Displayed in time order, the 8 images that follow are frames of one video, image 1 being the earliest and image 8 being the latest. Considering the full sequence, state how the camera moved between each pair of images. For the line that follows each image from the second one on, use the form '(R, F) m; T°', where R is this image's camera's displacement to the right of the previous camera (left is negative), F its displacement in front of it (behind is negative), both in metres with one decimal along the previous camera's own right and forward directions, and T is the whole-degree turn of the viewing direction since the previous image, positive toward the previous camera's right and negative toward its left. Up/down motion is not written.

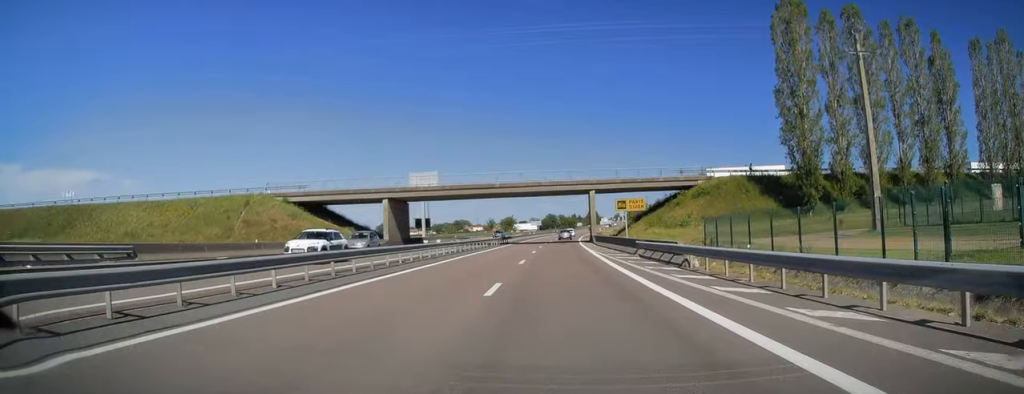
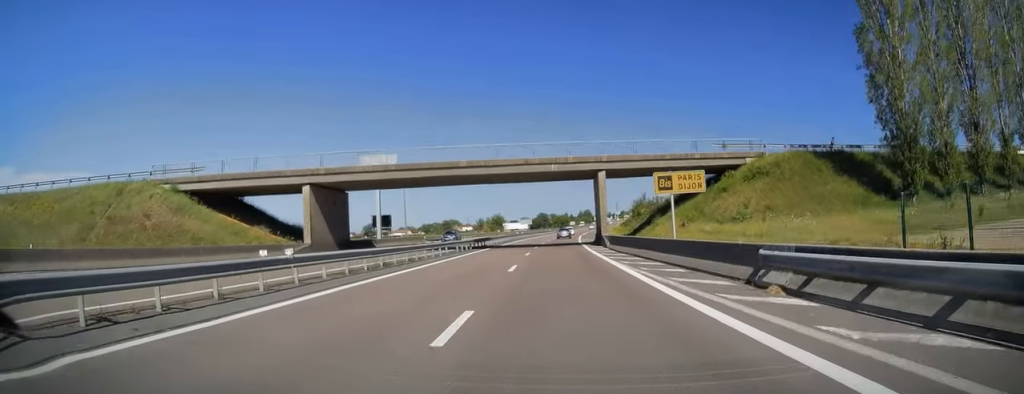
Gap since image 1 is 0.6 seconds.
(-0.1, +18.6) m; +1°
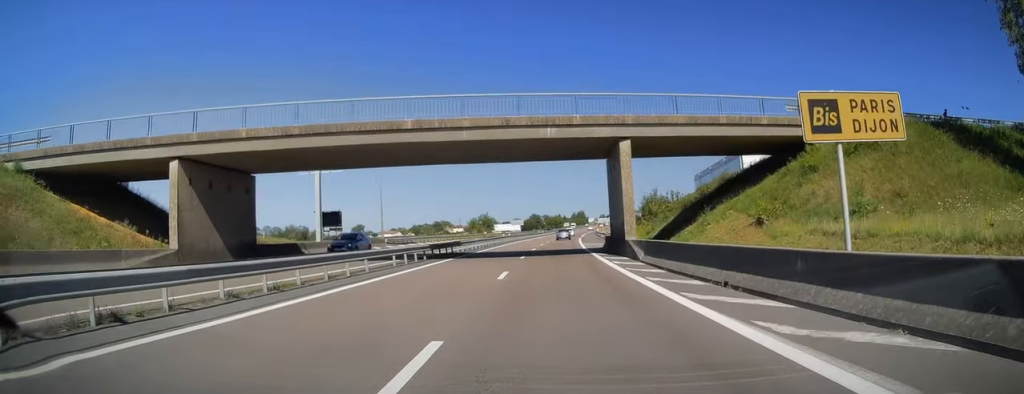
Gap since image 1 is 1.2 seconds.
(+0.4, +15.6) m; +1°
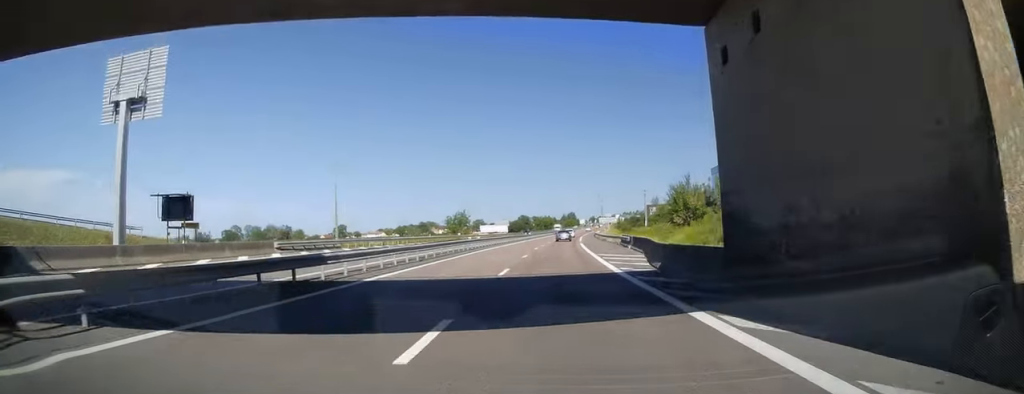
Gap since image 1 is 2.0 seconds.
(+0.3, +23.9) m; +1°
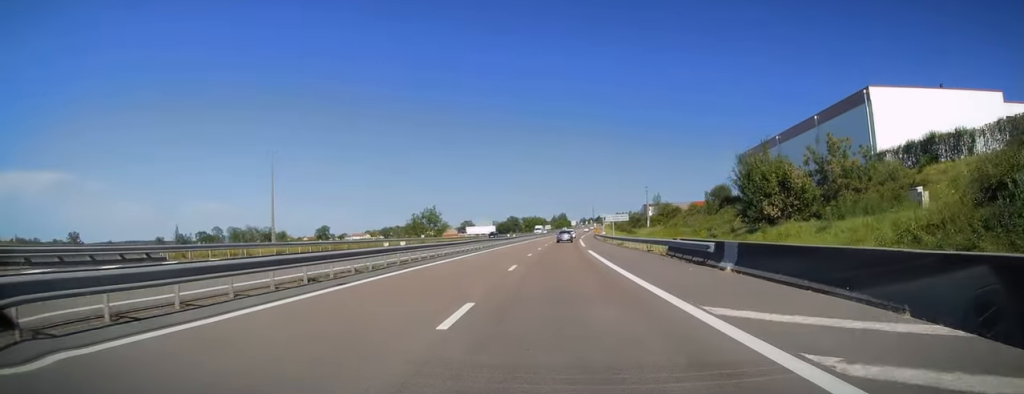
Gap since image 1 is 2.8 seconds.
(+0.1, +23.4) m; +1°
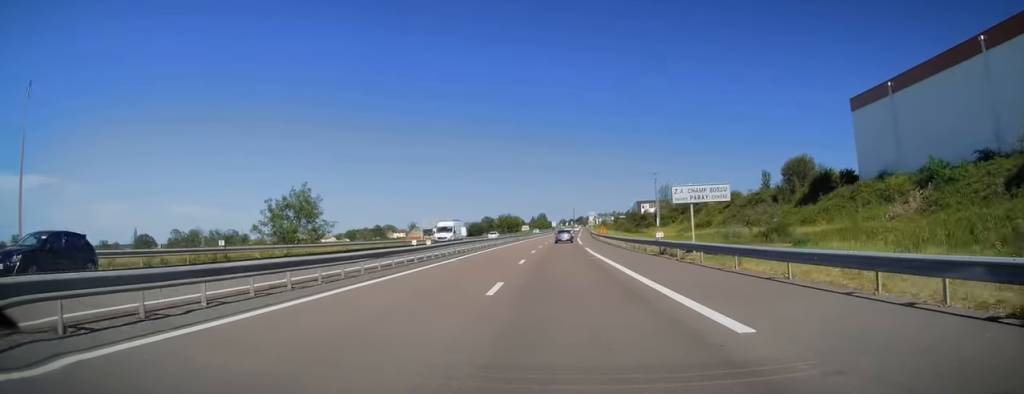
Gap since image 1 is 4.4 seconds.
(+1.1, +46.8) m; +2°
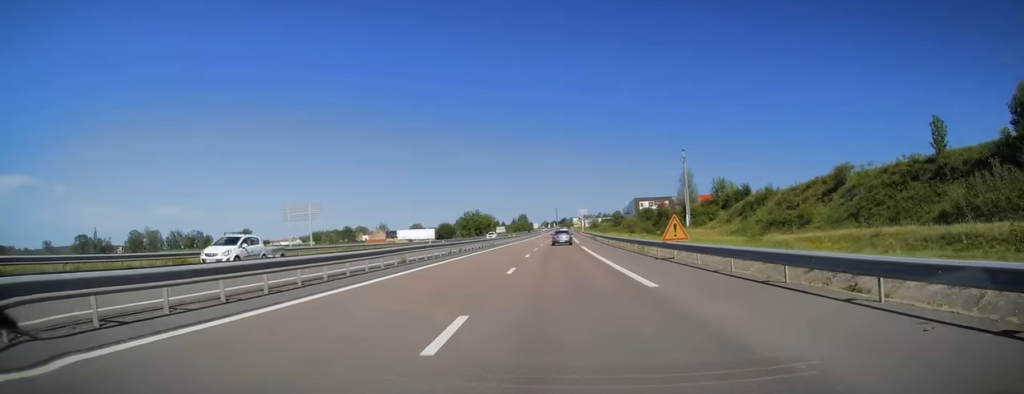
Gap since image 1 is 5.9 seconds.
(+0.4, +44.8) m; +1°
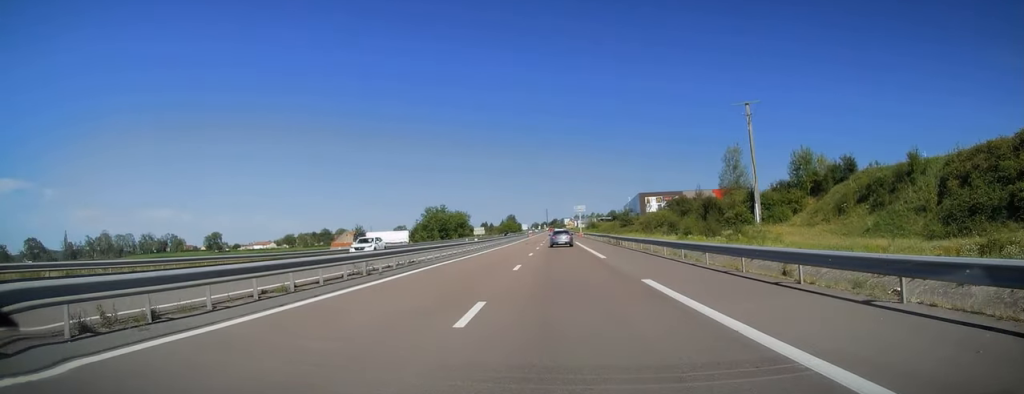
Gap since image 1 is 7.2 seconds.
(+0.3, +36.6) m; 0°
